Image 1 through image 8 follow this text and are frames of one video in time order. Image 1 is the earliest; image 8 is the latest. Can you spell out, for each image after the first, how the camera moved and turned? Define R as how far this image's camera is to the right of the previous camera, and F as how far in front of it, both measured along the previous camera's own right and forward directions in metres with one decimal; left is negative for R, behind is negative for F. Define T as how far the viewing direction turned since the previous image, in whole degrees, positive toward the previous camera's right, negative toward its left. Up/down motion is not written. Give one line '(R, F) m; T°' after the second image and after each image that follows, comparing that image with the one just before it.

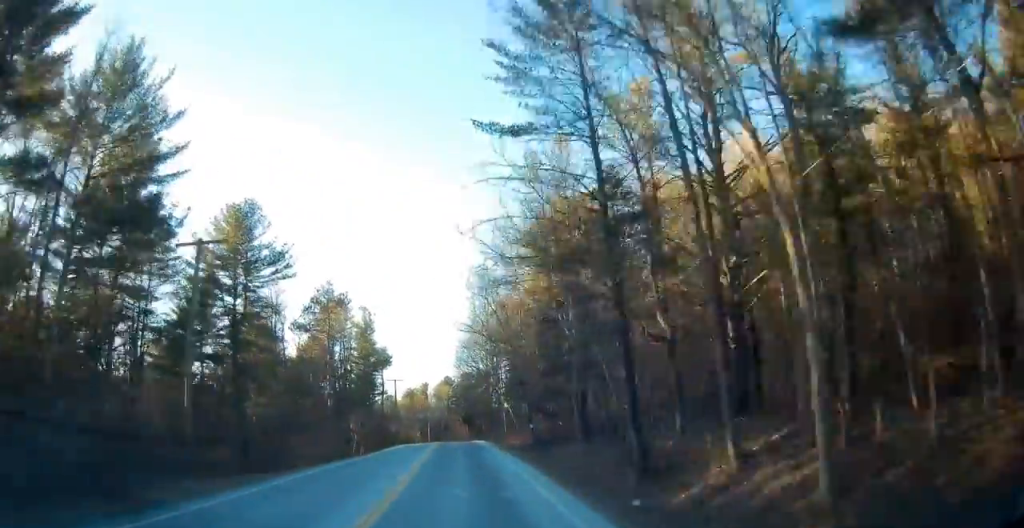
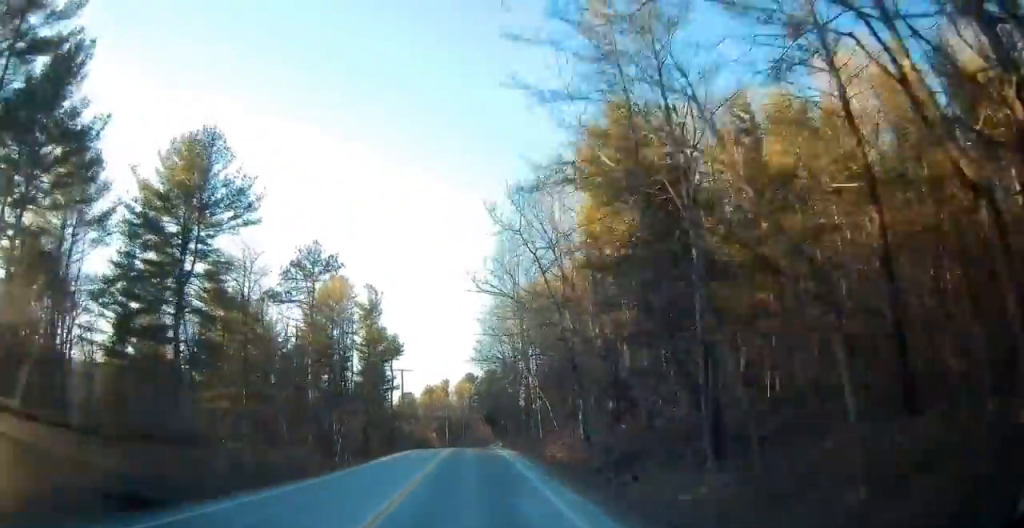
(-0.4, +13.9) m; -2°
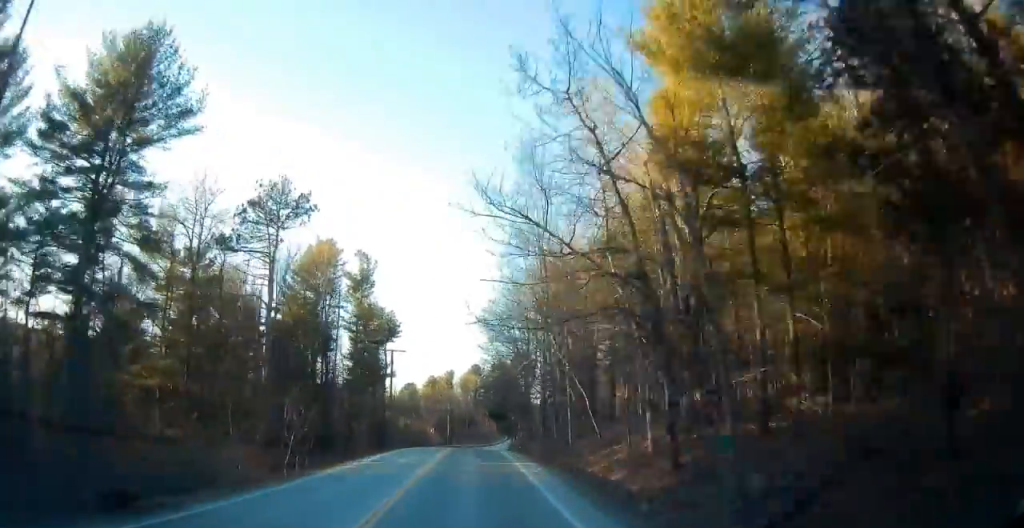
(-0.1, +11.5) m; 0°
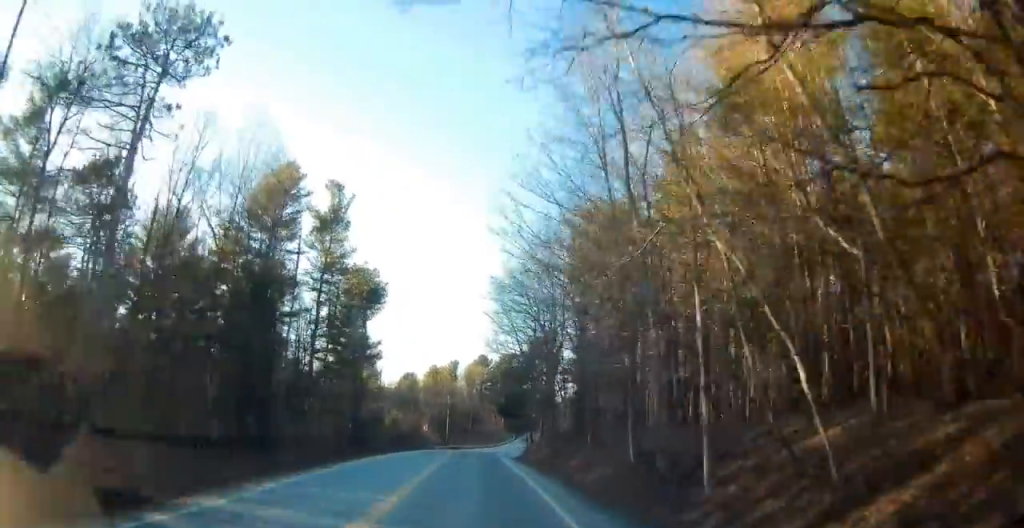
(-0.2, +17.6) m; +1°
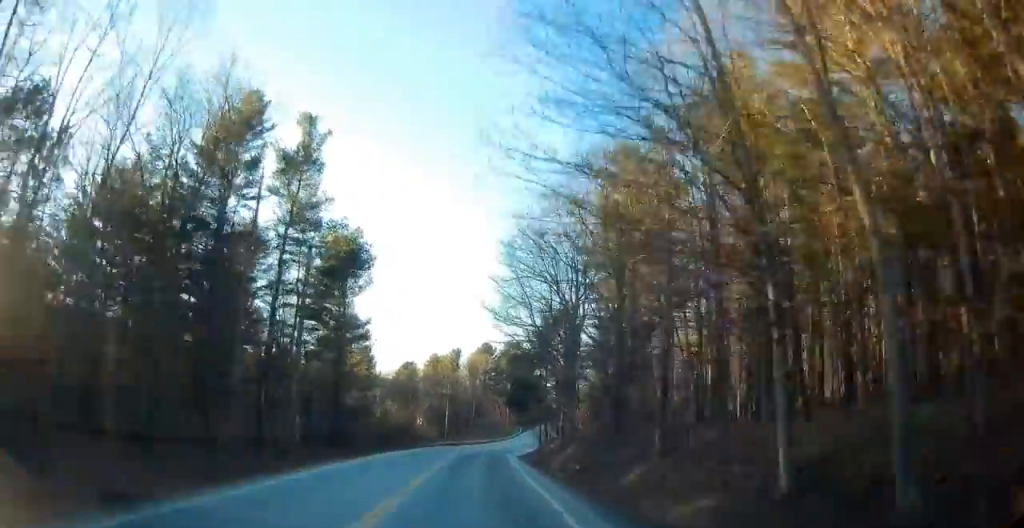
(+0.2, +9.9) m; +1°
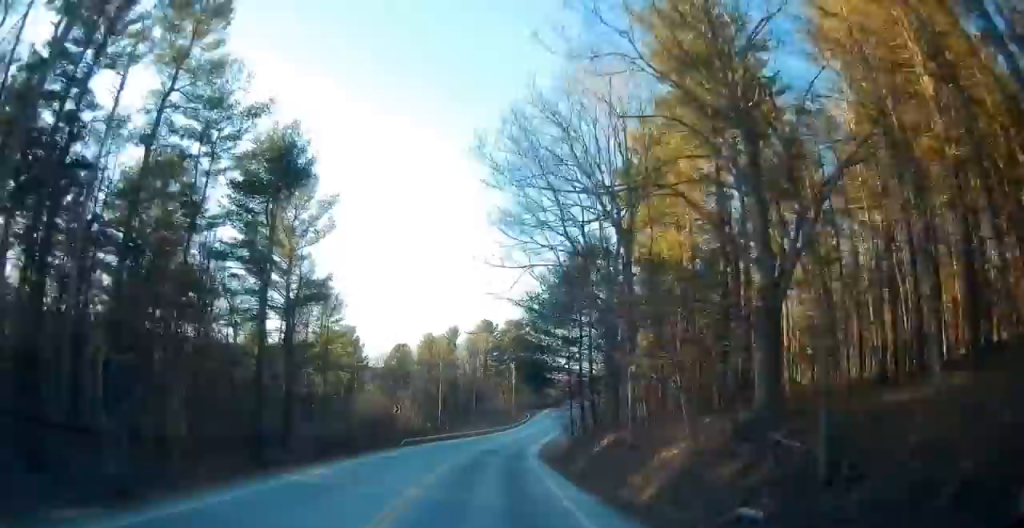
(+0.2, +16.1) m; +2°
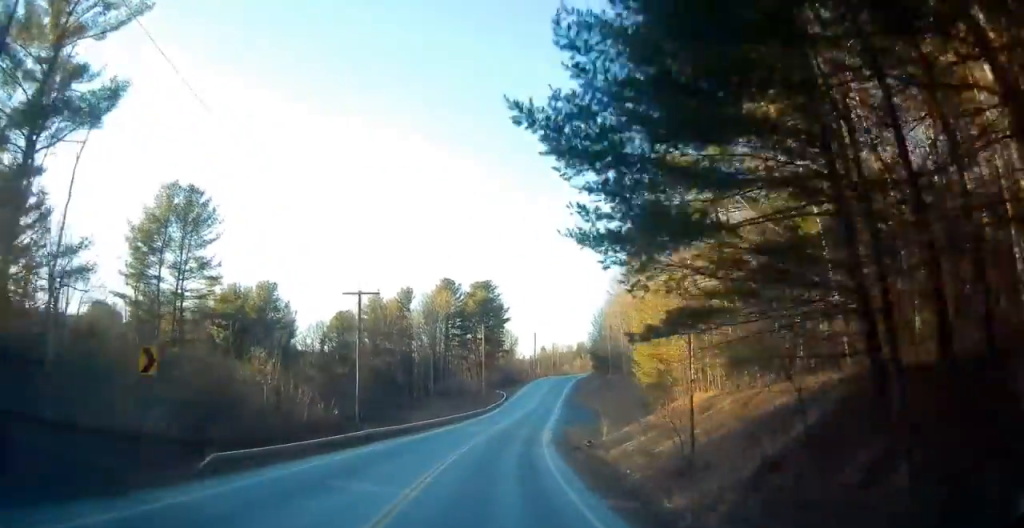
(+1.2, +28.7) m; +6°
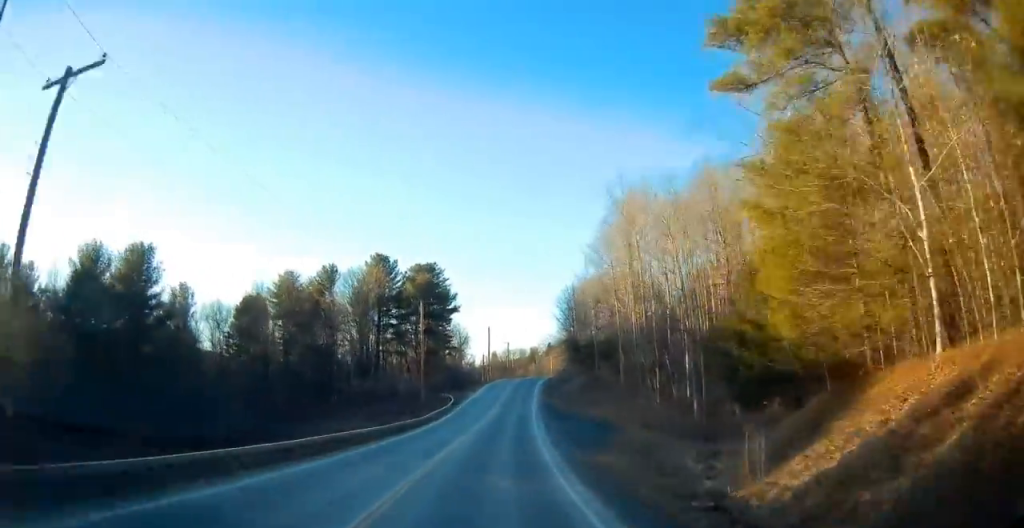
(+1.2, +25.5) m; +4°
